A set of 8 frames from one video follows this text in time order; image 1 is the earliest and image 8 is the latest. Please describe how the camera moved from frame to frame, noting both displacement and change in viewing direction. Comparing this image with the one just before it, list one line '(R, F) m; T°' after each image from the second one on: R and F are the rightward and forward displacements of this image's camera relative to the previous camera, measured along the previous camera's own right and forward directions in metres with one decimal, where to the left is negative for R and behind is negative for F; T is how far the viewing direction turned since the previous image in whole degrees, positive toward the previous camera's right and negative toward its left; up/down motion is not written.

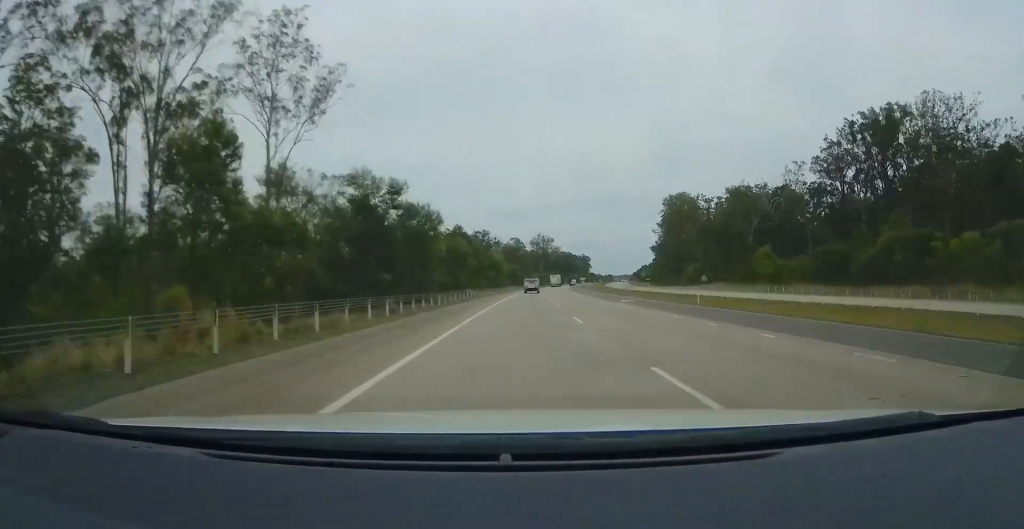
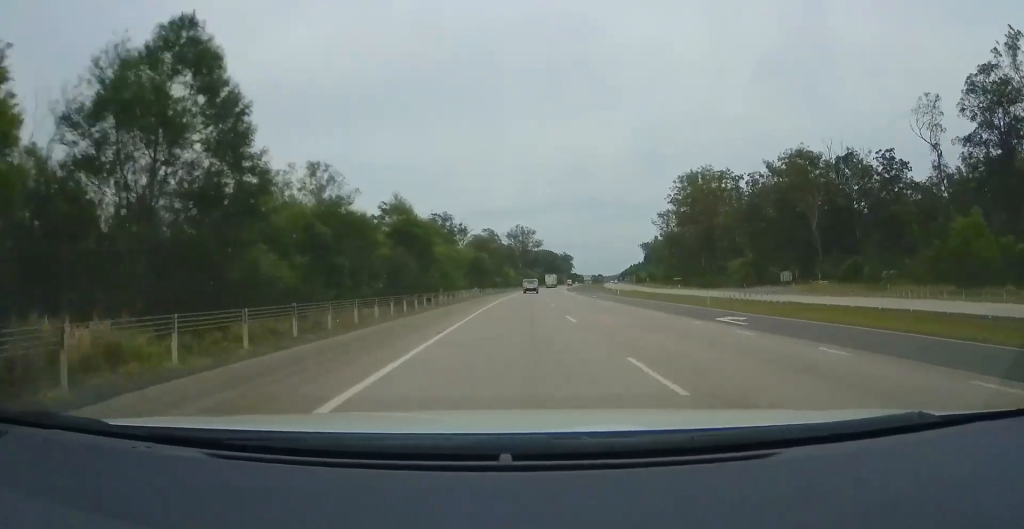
(+1.8, +59.4) m; +2°
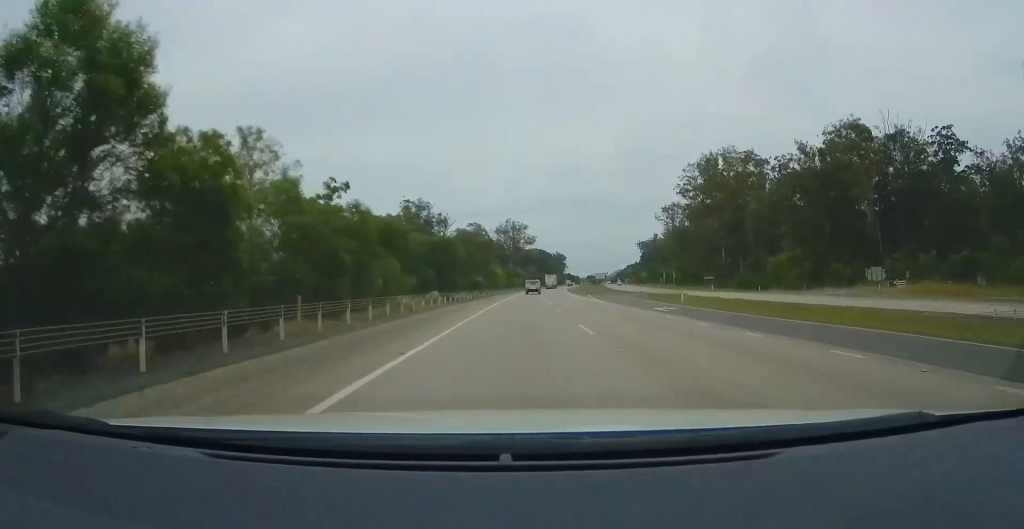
(0.0, +28.1) m; +1°
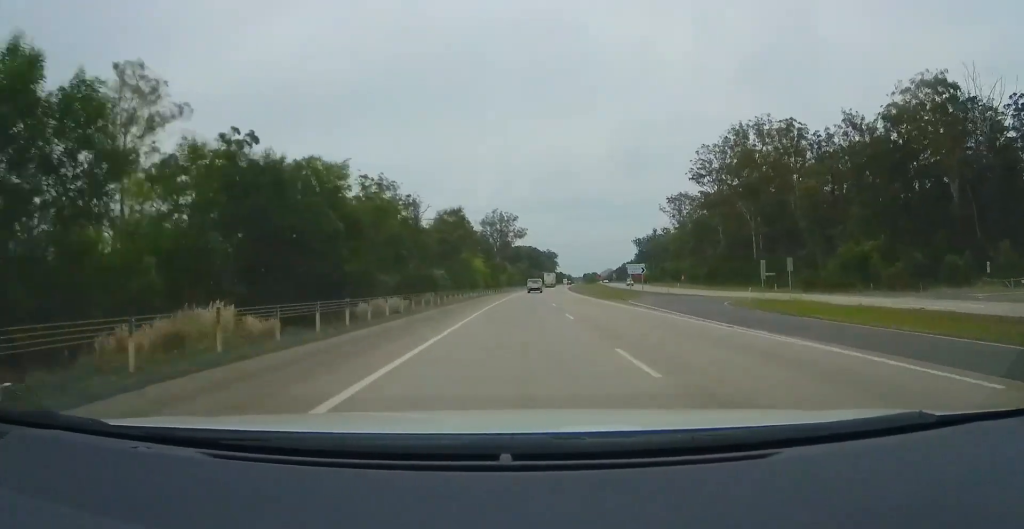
(+0.5, +30.6) m; +1°
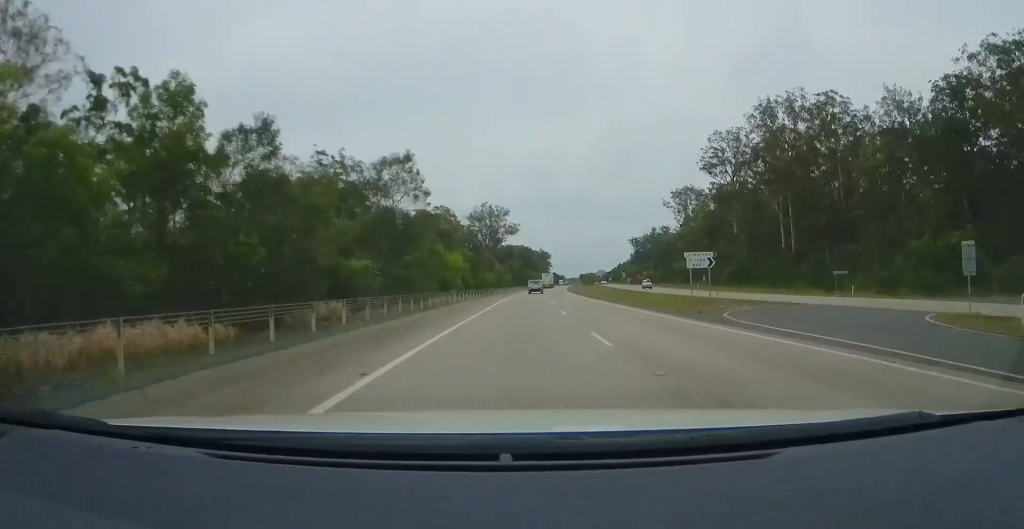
(+0.4, +20.8) m; 0°
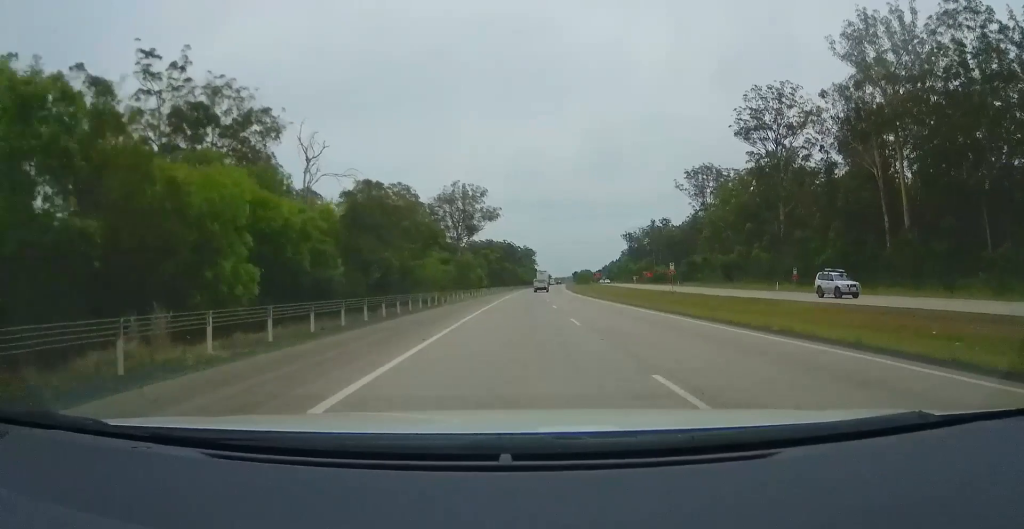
(-0.1, +42.8) m; +1°
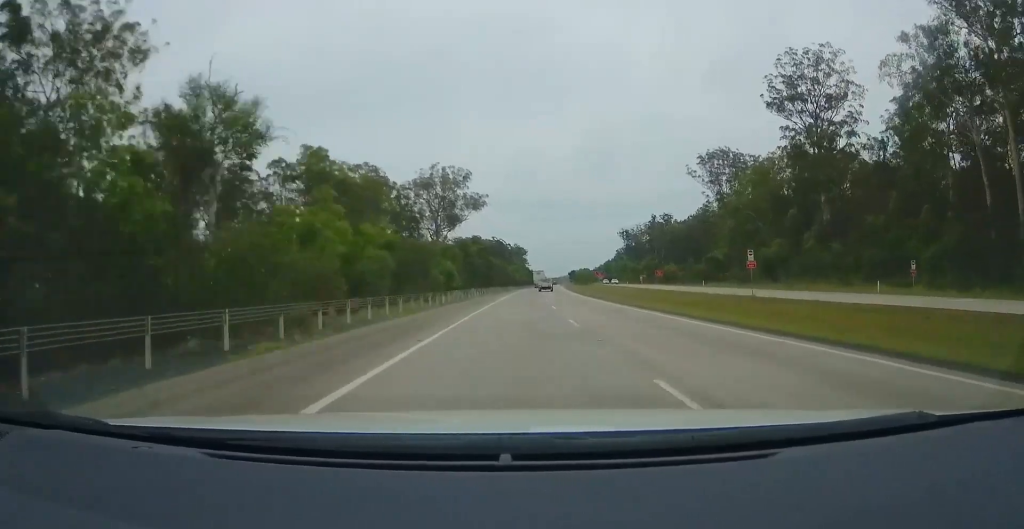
(+0.3, +23.1) m; +2°
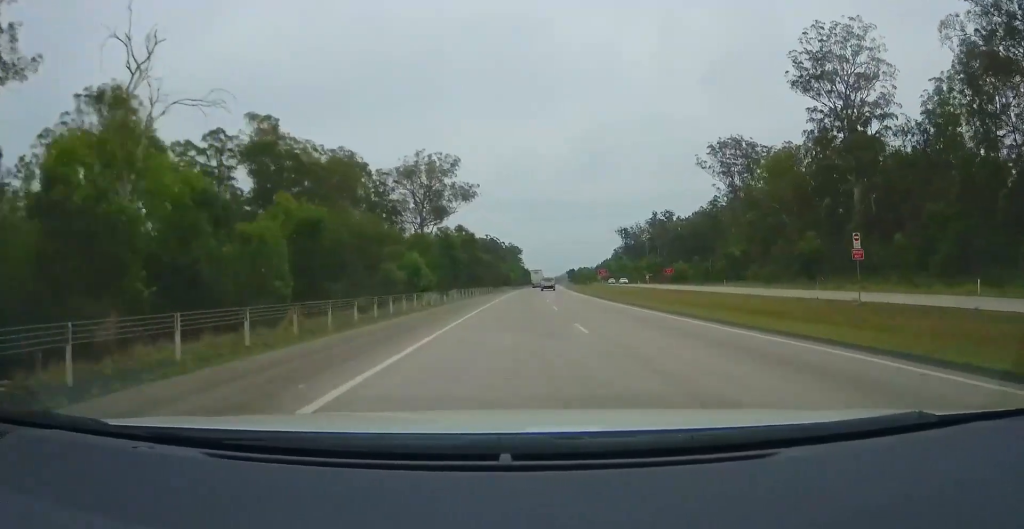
(+0.1, +14.5) m; +1°
